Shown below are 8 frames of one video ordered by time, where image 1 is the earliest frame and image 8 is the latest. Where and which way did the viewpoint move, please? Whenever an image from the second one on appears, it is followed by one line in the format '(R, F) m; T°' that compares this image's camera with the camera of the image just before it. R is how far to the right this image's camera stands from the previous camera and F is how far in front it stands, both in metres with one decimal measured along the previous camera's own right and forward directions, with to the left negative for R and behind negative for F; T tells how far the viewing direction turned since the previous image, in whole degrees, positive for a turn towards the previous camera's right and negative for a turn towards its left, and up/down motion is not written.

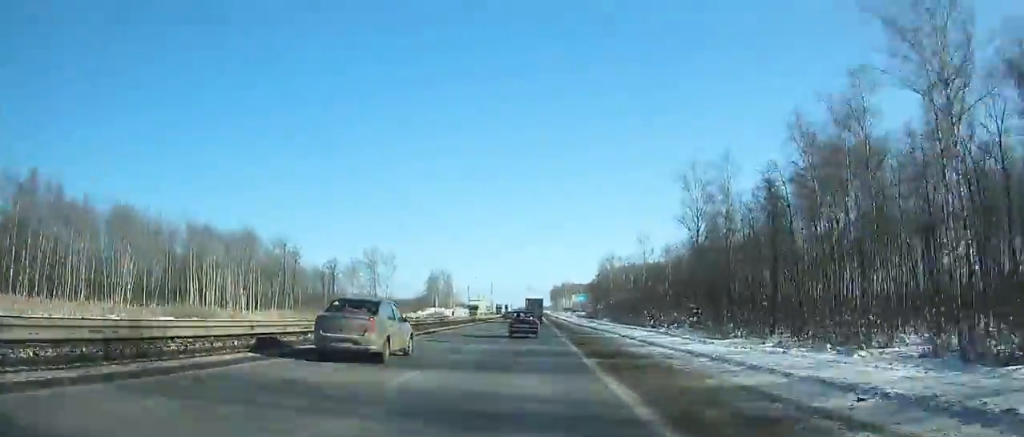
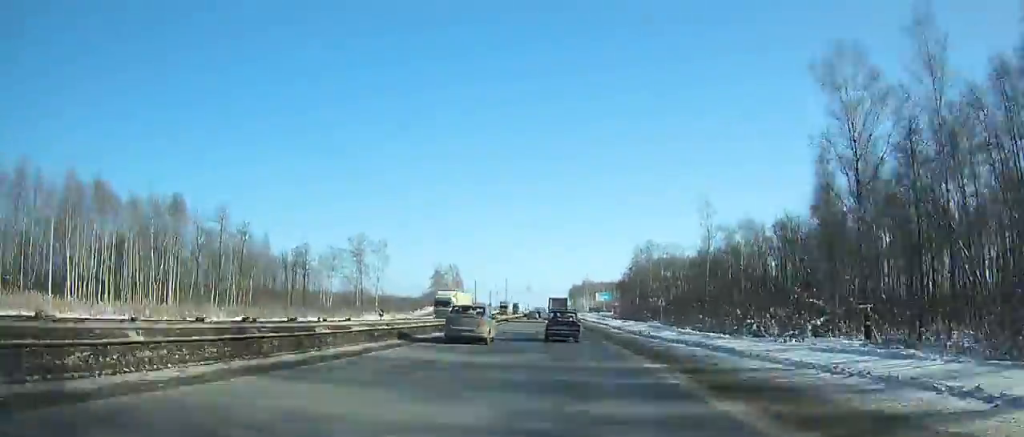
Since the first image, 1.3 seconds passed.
(-0.4, +30.7) m; 0°
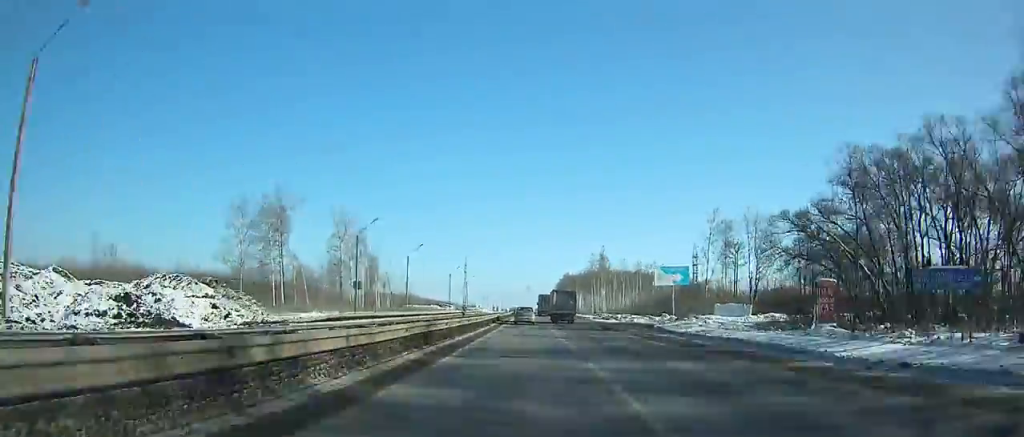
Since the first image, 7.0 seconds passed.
(+0.7, +141.4) m; +1°
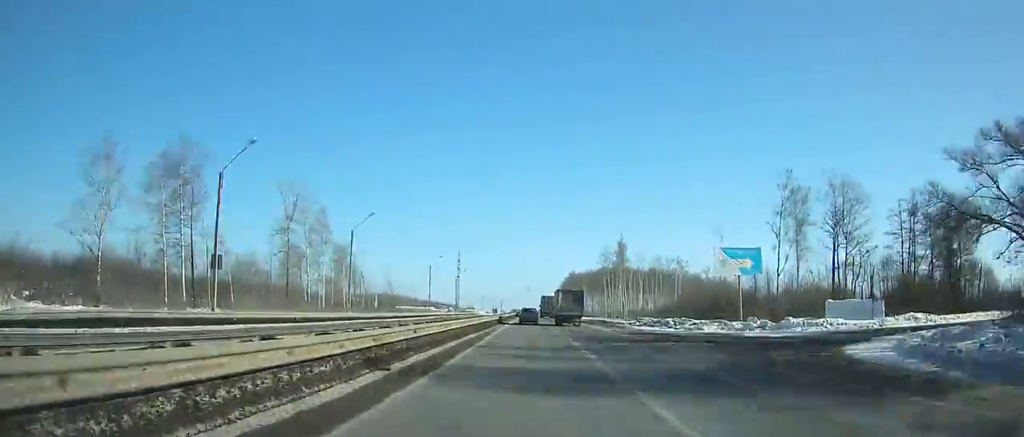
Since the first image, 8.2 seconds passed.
(0.0, +30.7) m; 0°
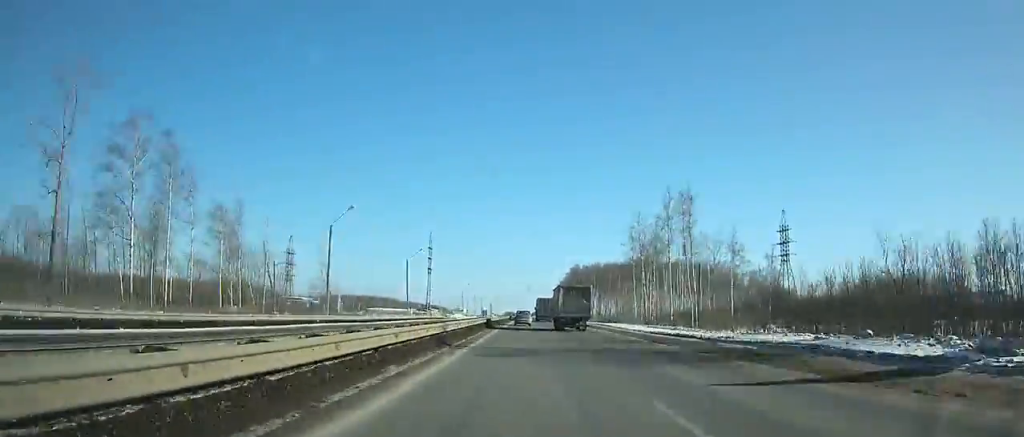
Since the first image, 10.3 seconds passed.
(+0.3, +54.7) m; 0°
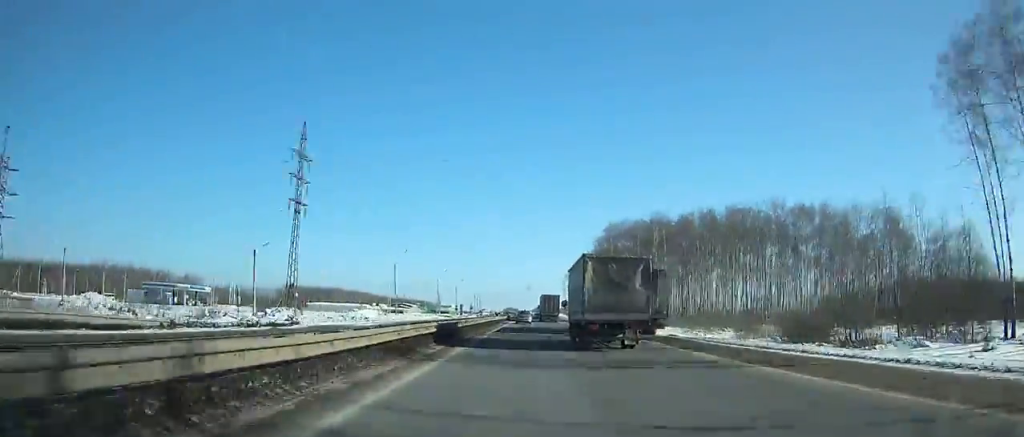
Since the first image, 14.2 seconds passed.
(-0.1, +102.7) m; 0°
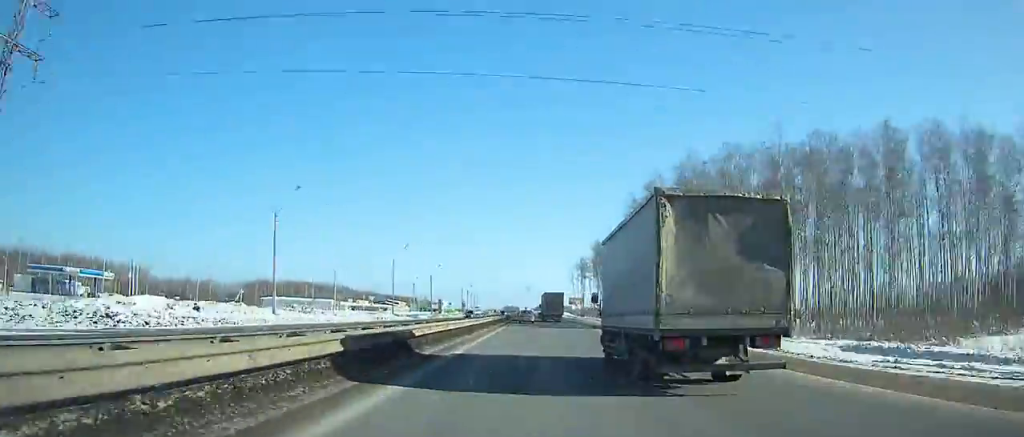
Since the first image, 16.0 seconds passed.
(-0.1, +47.6) m; 0°
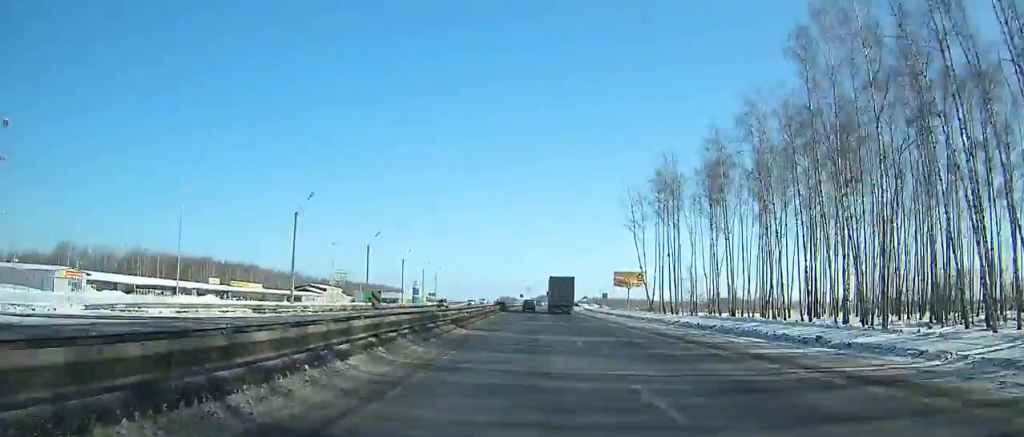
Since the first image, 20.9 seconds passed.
(+0.2, +129.0) m; +1°
